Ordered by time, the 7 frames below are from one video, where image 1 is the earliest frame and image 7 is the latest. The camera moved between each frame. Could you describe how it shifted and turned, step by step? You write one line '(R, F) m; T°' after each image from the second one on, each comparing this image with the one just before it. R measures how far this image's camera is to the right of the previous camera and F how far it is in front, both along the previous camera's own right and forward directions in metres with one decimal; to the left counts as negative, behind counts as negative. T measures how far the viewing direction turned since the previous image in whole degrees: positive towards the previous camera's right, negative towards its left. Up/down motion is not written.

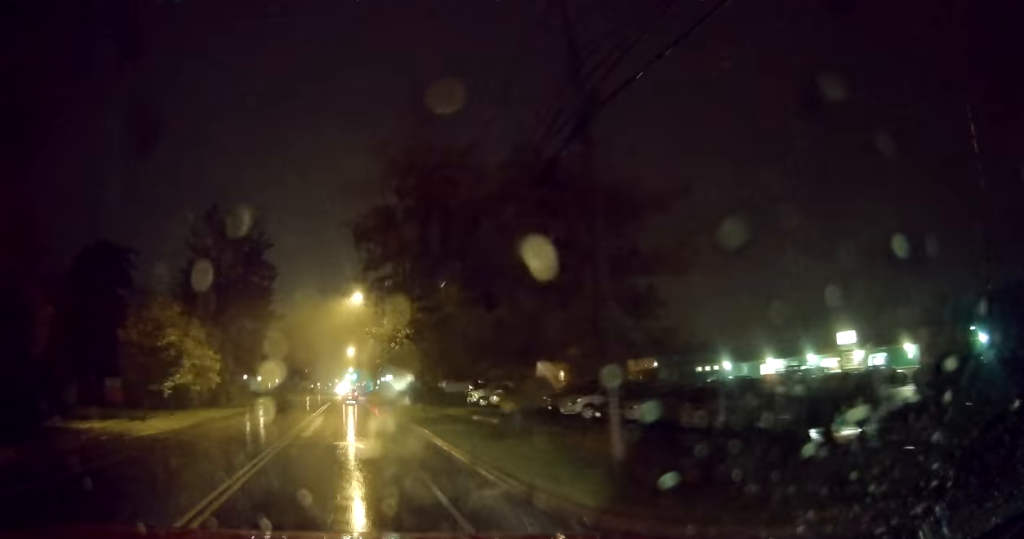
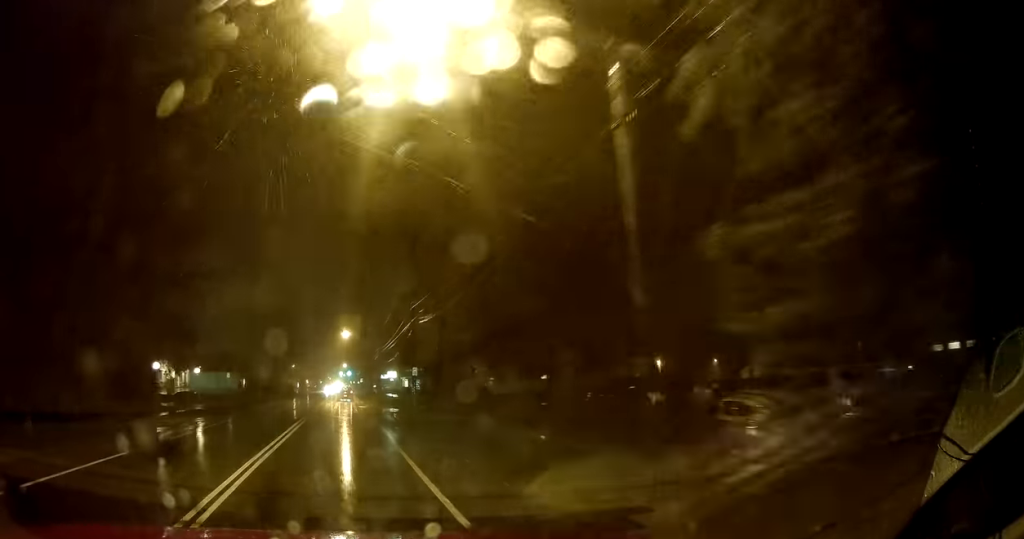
(+0.9, +34.6) m; 0°
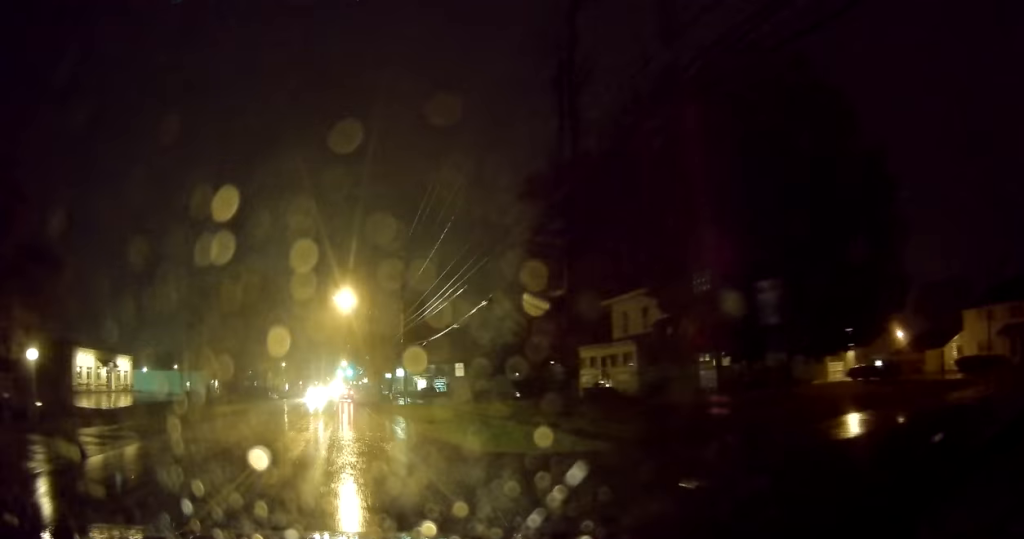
(+0.4, +30.2) m; +2°
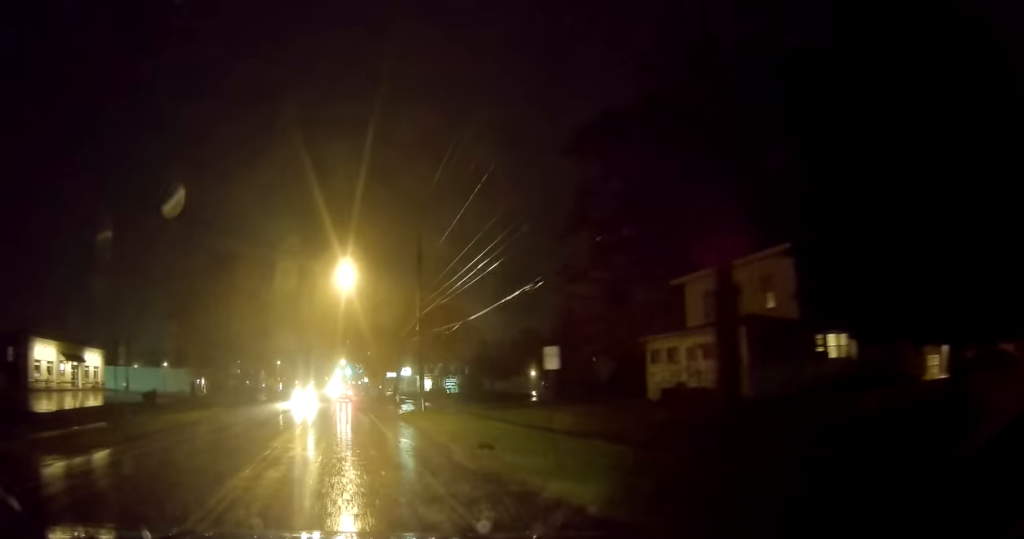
(-0.1, +9.8) m; -1°
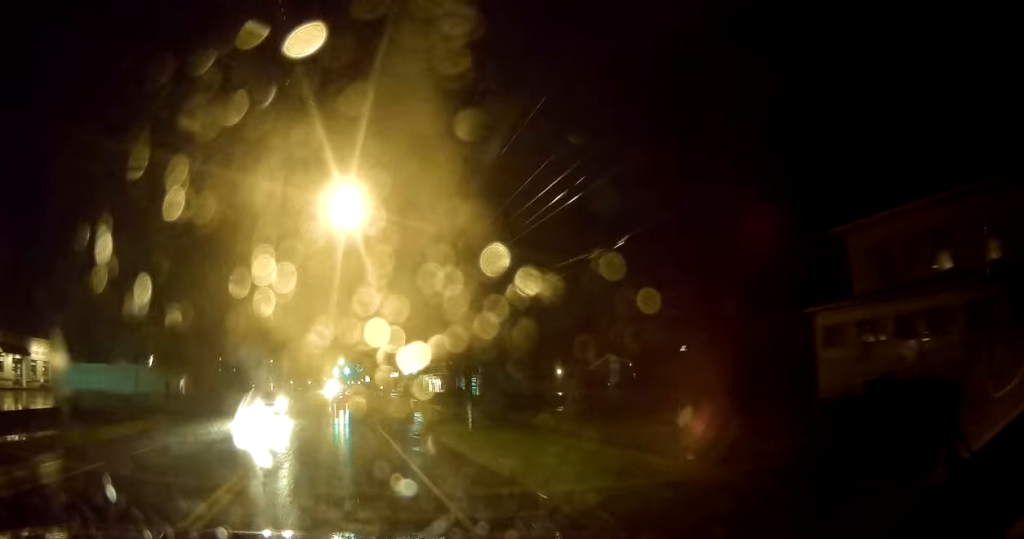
(0.0, +12.8) m; 0°
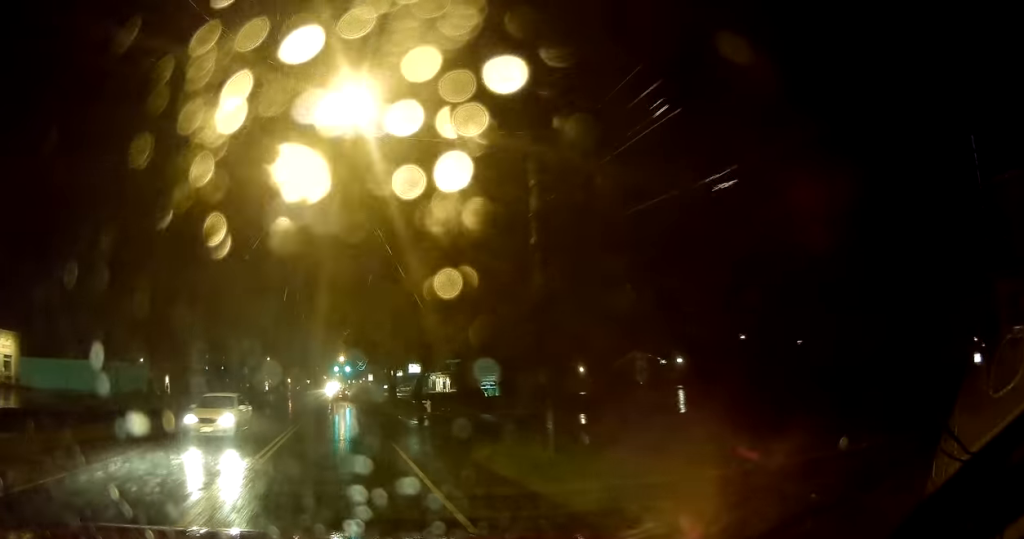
(0.0, +7.9) m; 0°
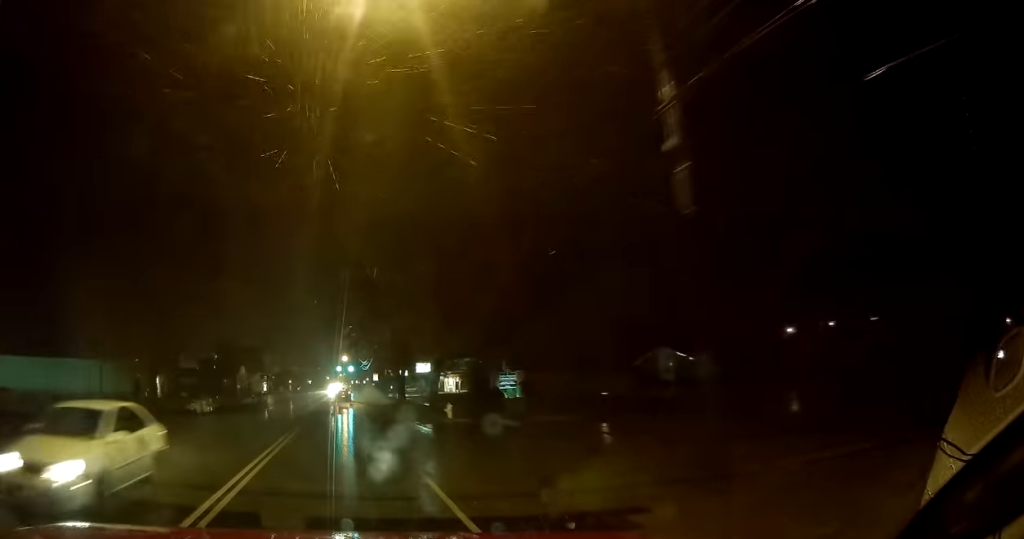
(0.0, +5.8) m; 0°
